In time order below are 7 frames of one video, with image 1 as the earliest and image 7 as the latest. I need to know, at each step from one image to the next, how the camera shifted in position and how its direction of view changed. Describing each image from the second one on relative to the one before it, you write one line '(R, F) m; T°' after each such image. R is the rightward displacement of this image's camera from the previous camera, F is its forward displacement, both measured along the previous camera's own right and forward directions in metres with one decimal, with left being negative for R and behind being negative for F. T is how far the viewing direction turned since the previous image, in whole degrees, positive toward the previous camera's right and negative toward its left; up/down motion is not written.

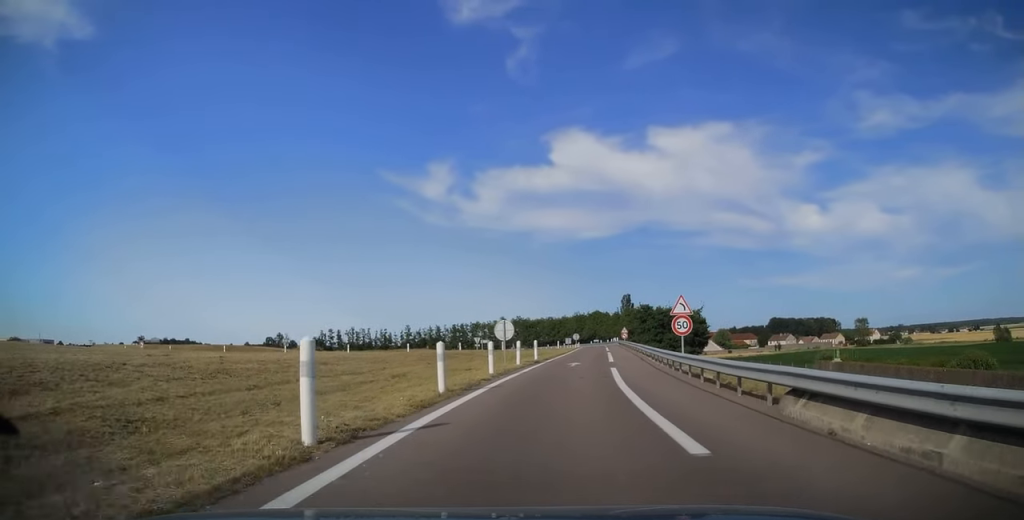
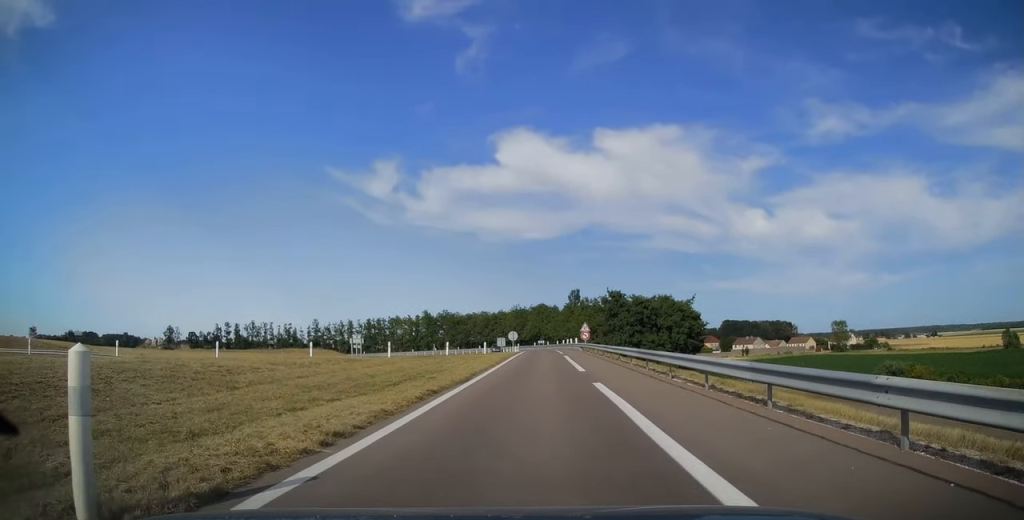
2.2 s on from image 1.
(+3.7, +35.7) m; +10°
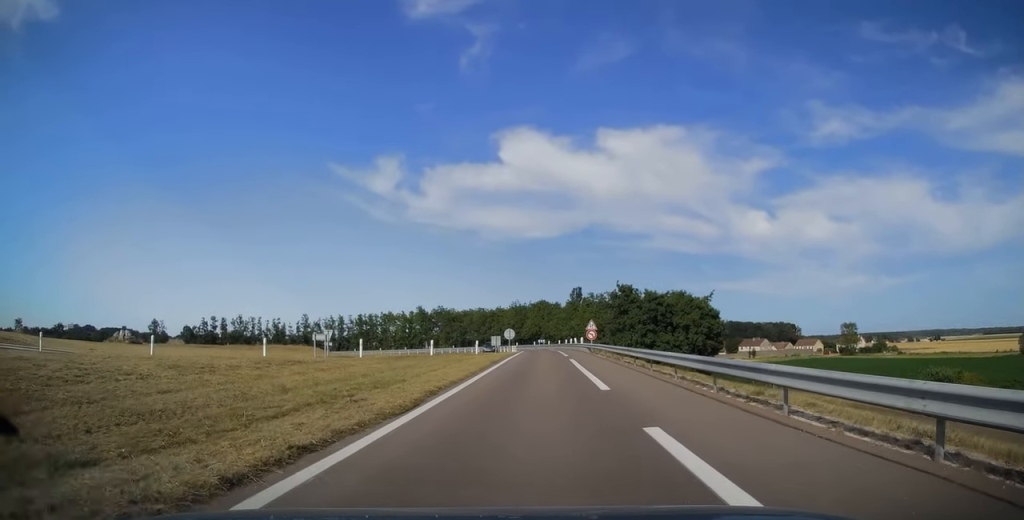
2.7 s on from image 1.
(0.0, +8.7) m; +1°
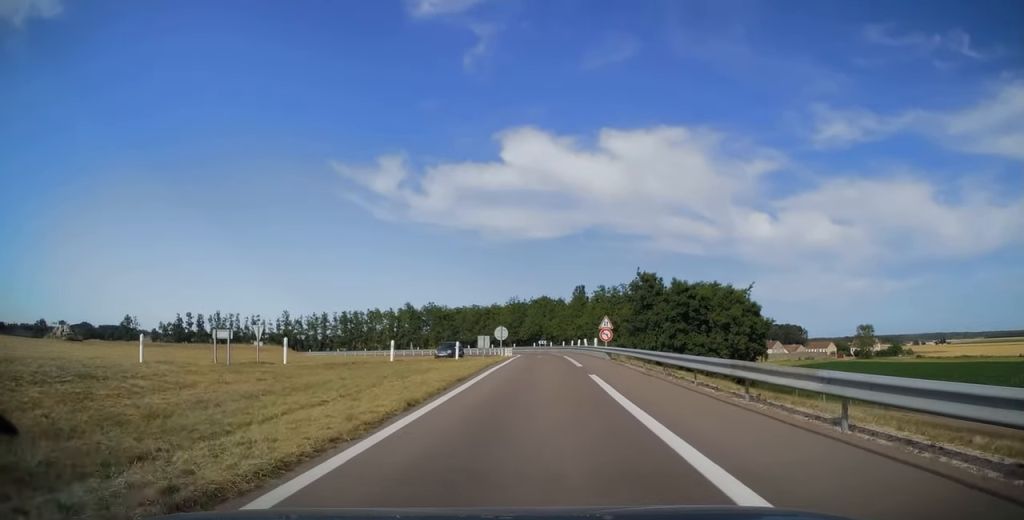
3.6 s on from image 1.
(+0.2, +13.9) m; +1°
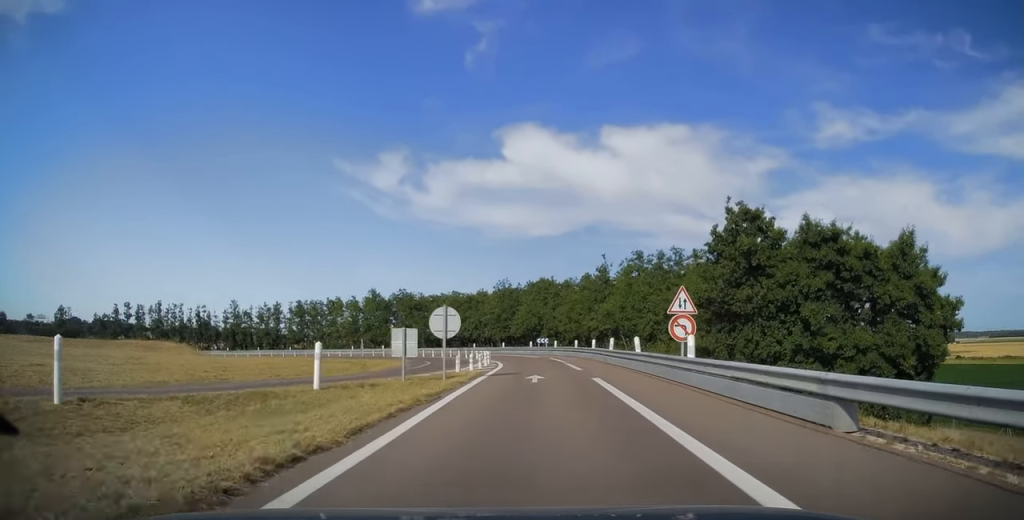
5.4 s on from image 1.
(+0.1, +28.0) m; 0°
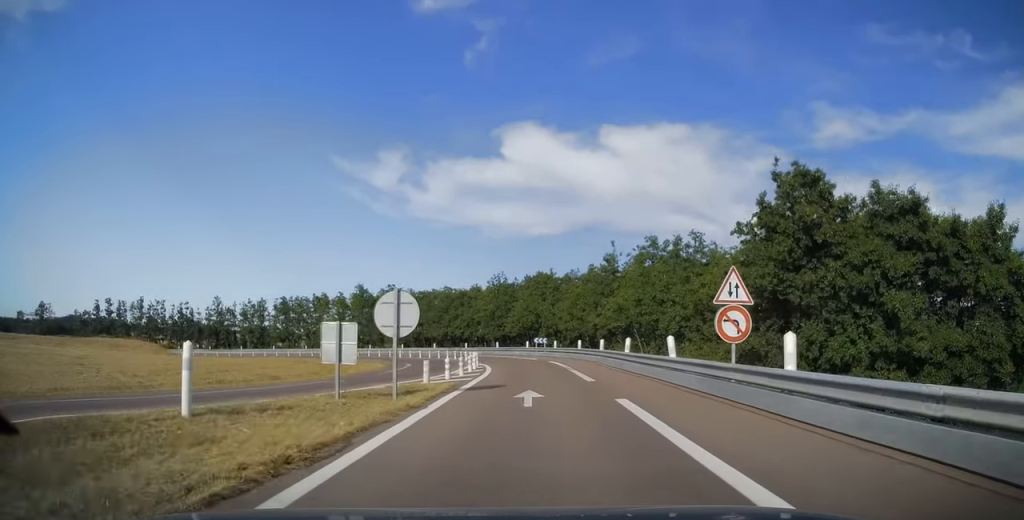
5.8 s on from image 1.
(0.0, +6.7) m; 0°
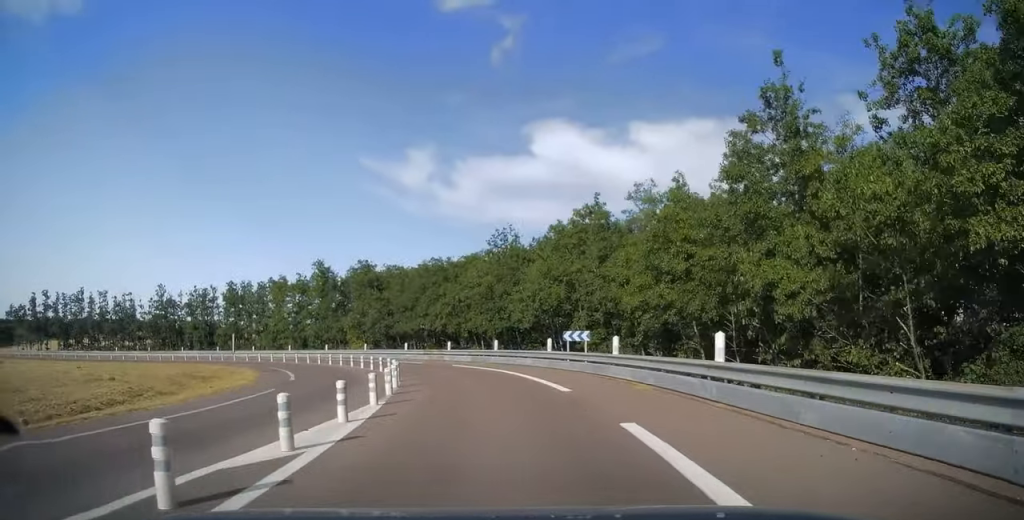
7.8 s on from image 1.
(-0.1, +29.8) m; -2°
